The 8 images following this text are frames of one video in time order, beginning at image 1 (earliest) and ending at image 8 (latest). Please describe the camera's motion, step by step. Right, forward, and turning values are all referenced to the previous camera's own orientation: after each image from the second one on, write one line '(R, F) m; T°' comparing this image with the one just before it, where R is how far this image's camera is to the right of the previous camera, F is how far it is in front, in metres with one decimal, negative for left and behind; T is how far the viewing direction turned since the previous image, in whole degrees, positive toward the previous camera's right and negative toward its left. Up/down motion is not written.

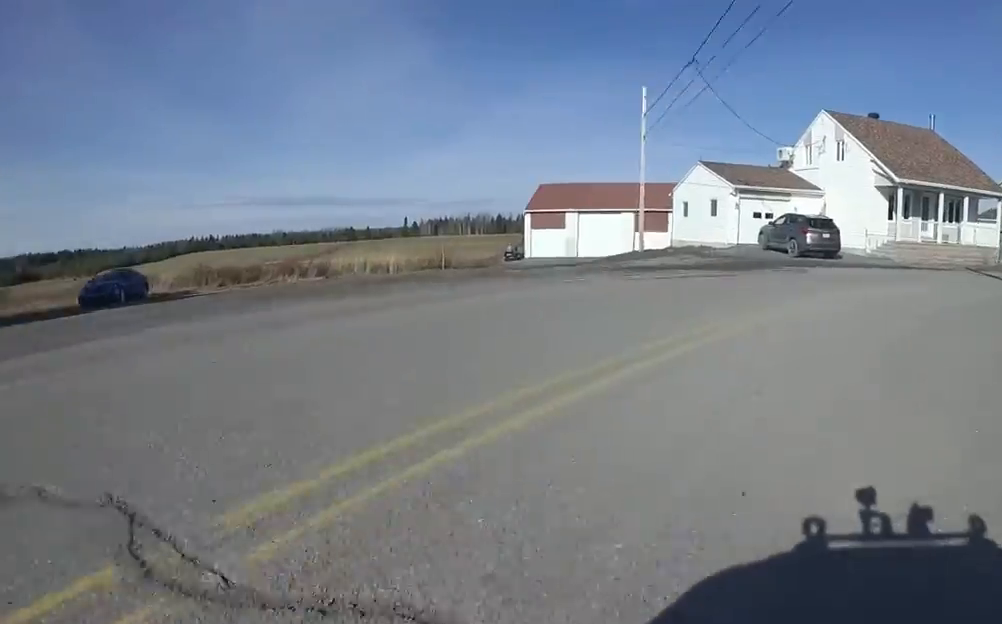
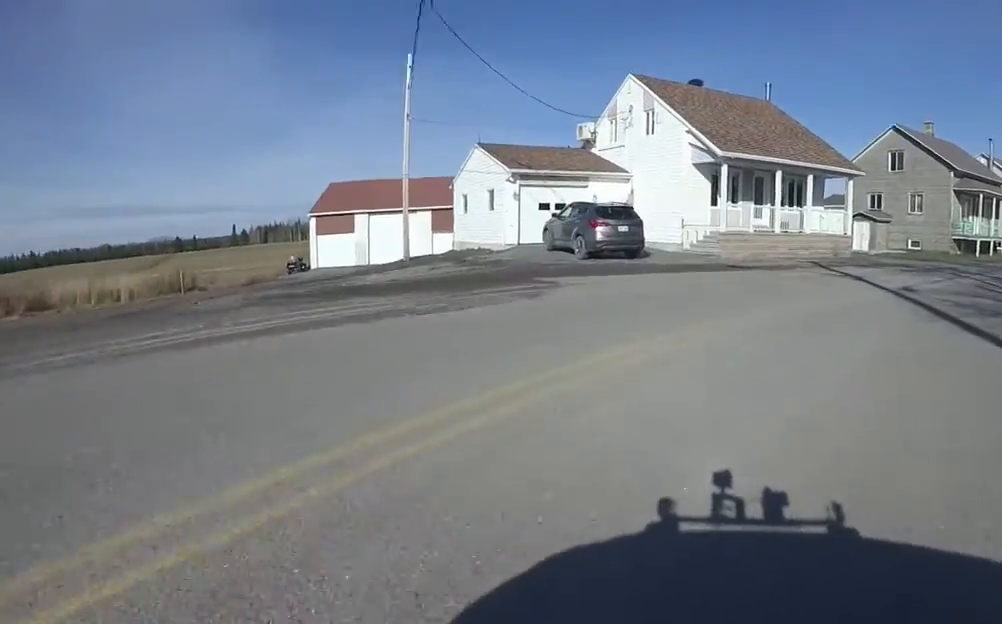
(+0.7, +7.2) m; +13°
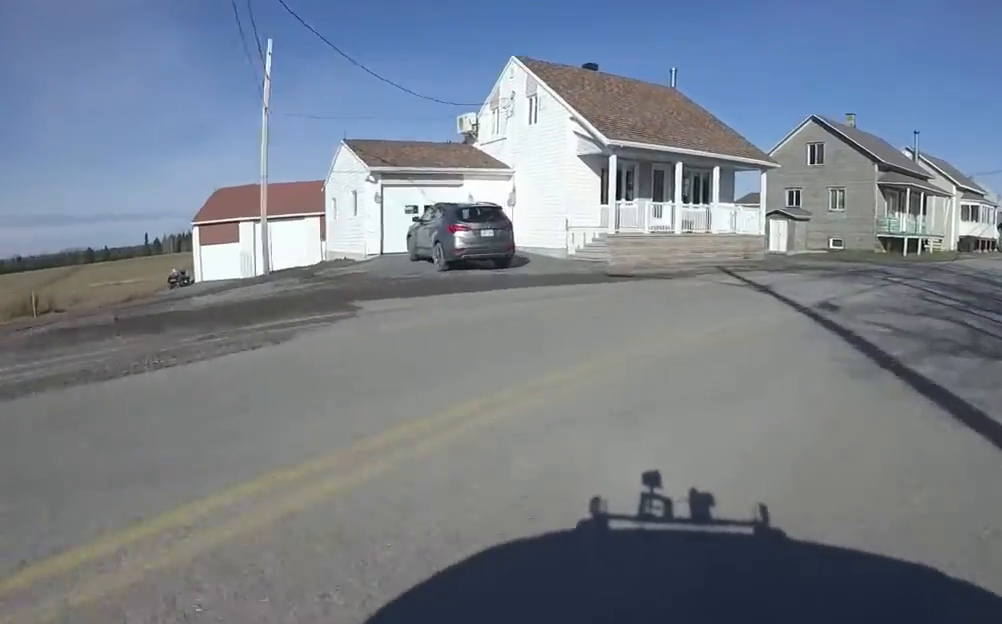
(-0.2, +3.5) m; +6°
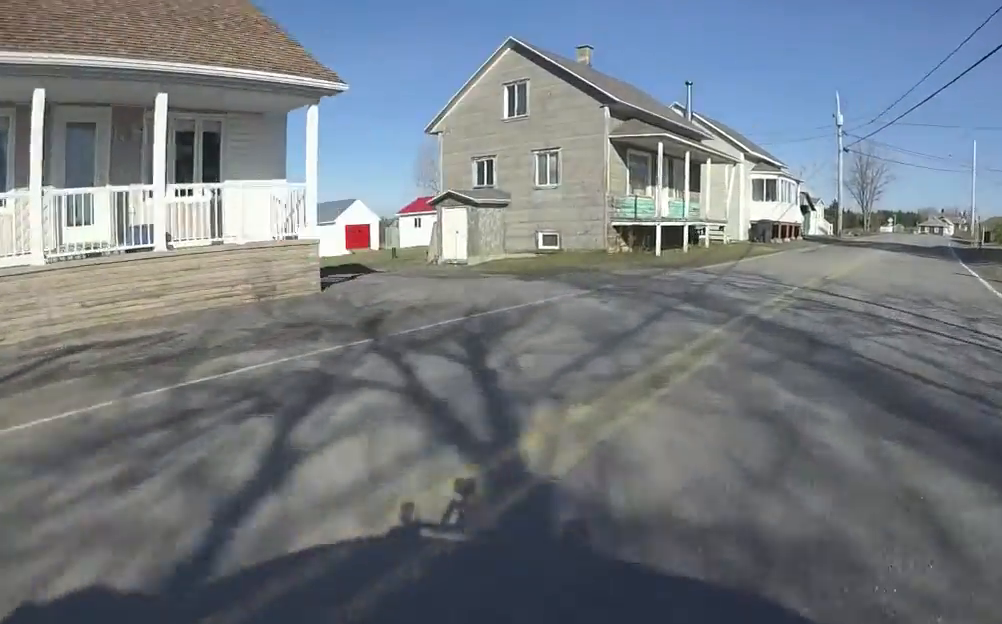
(+1.7, +13.7) m; +6°
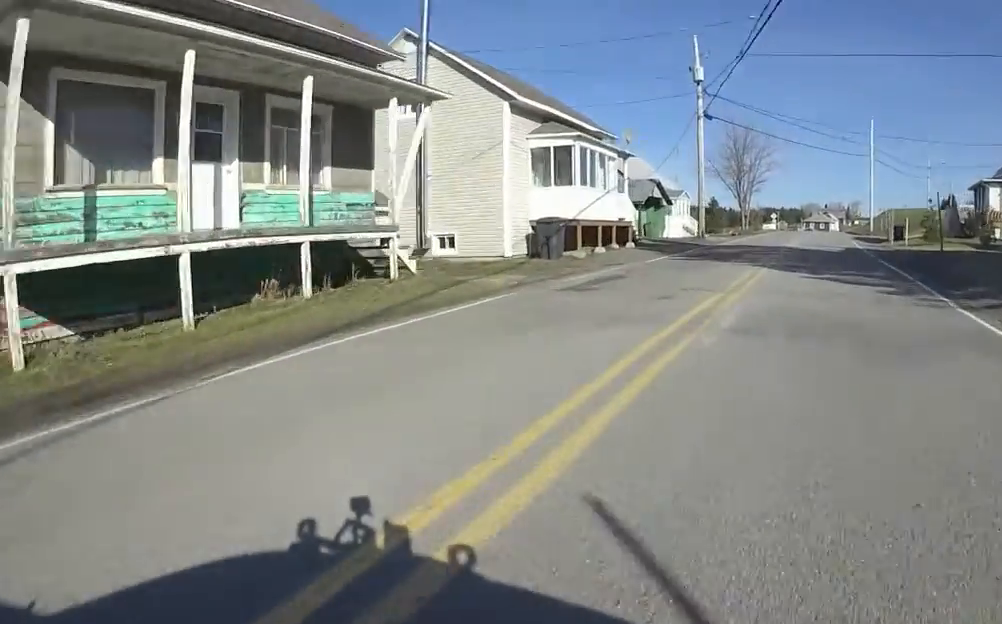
(+0.8, +13.1) m; +10°
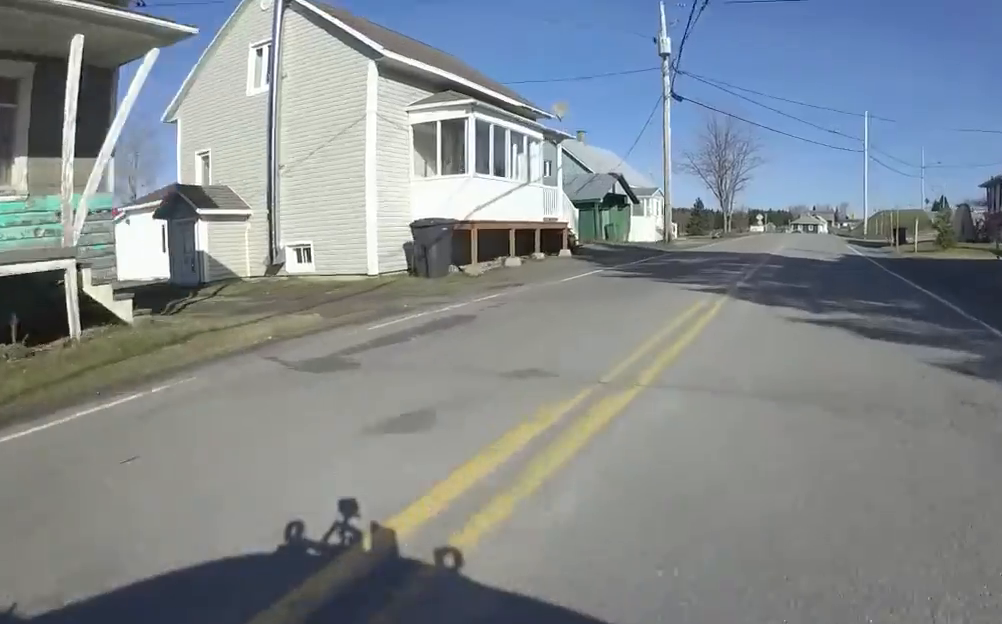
(+0.6, +4.8) m; -3°
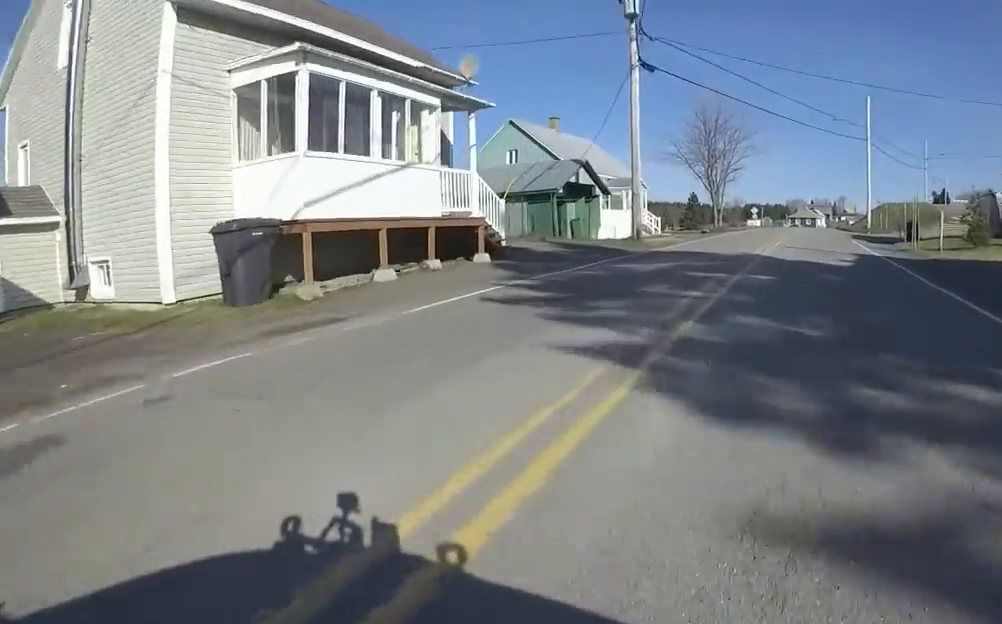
(-0.1, +4.1) m; -1°
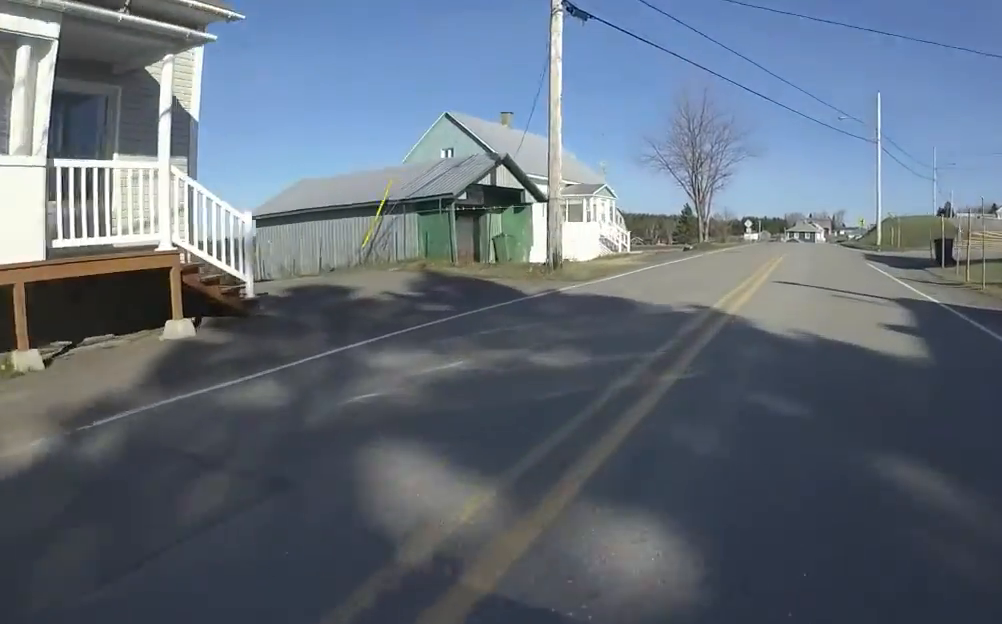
(-0.9, +6.4) m; +1°
